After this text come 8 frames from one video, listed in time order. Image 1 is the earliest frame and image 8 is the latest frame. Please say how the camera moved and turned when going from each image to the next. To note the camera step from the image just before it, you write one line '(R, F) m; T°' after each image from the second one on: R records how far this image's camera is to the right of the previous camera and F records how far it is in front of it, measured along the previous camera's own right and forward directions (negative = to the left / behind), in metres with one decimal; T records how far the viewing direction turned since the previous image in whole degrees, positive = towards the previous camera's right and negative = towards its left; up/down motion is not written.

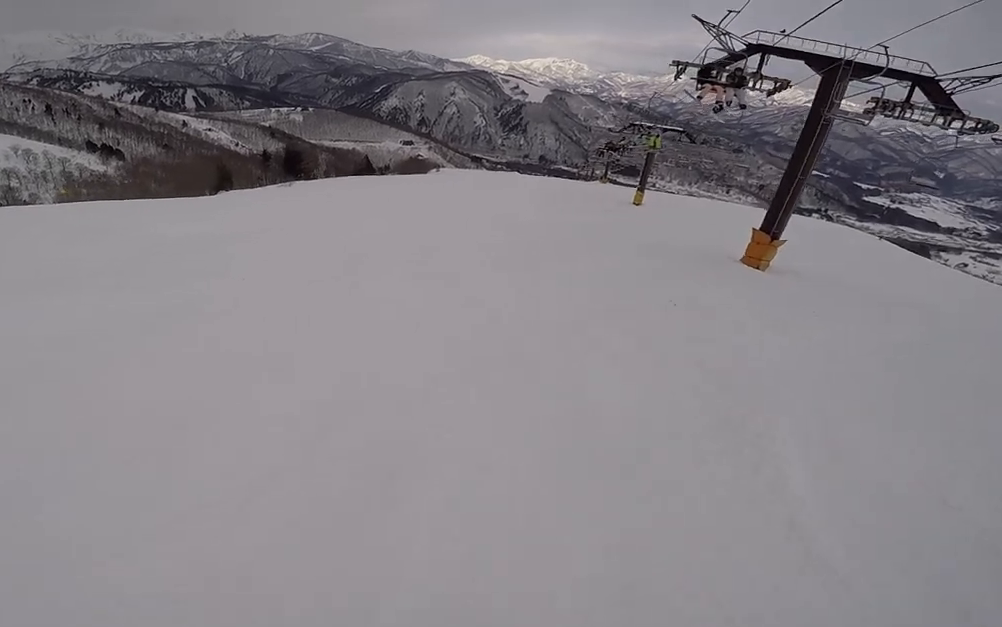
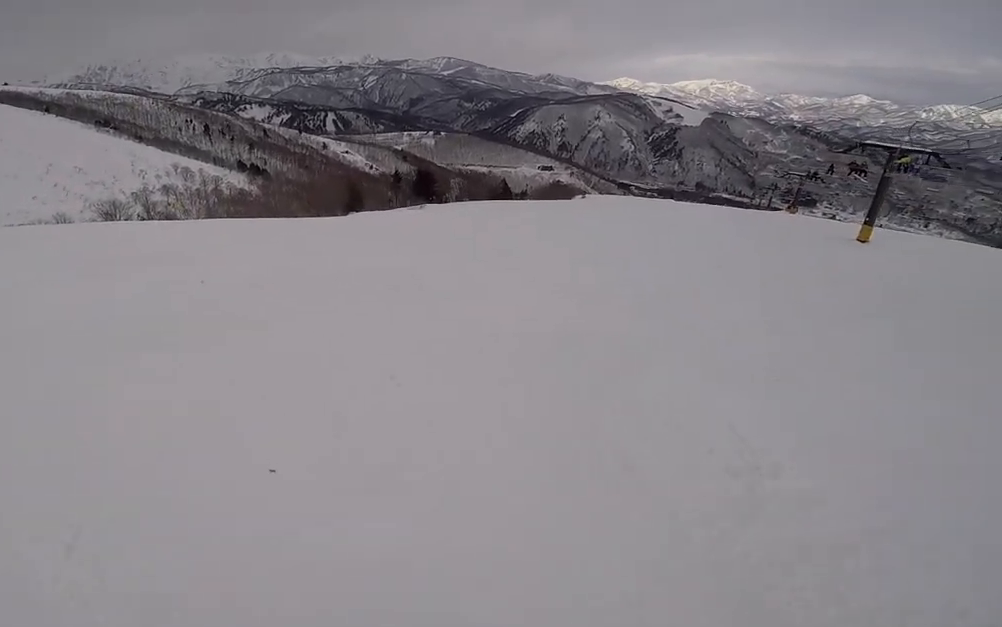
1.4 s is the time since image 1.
(-4.1, +4.2) m; -39°
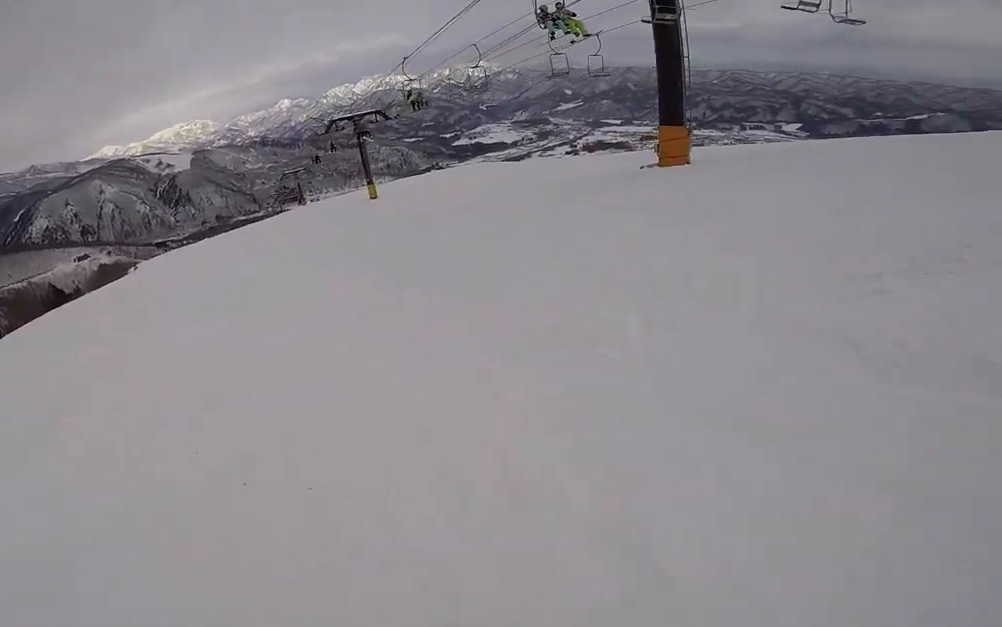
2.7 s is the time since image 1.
(+1.0, +5.3) m; +23°
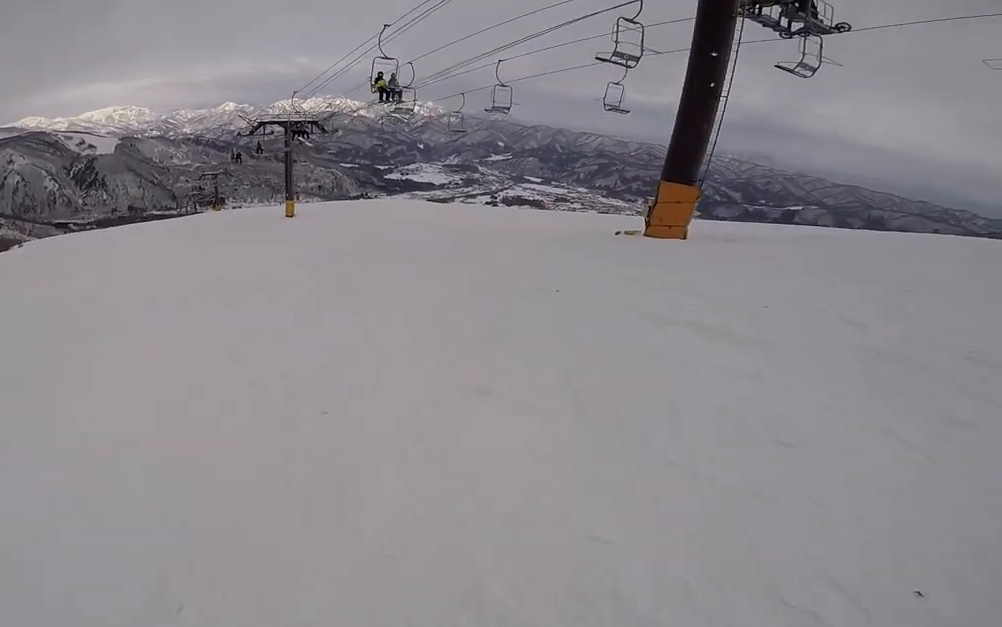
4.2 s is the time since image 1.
(+1.3, +5.7) m; +37°
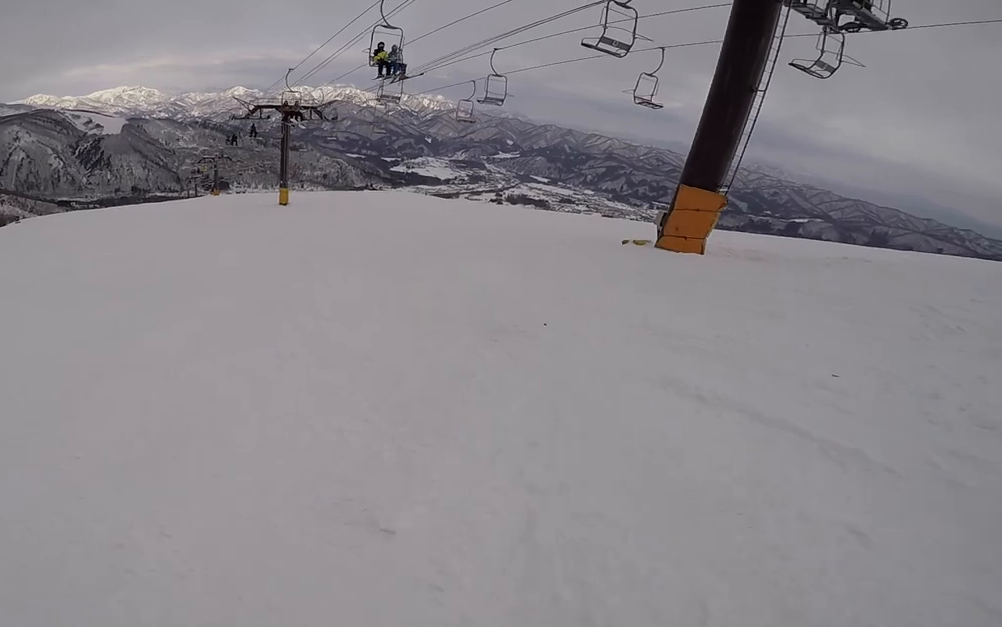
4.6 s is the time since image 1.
(+0.7, +1.8) m; +8°
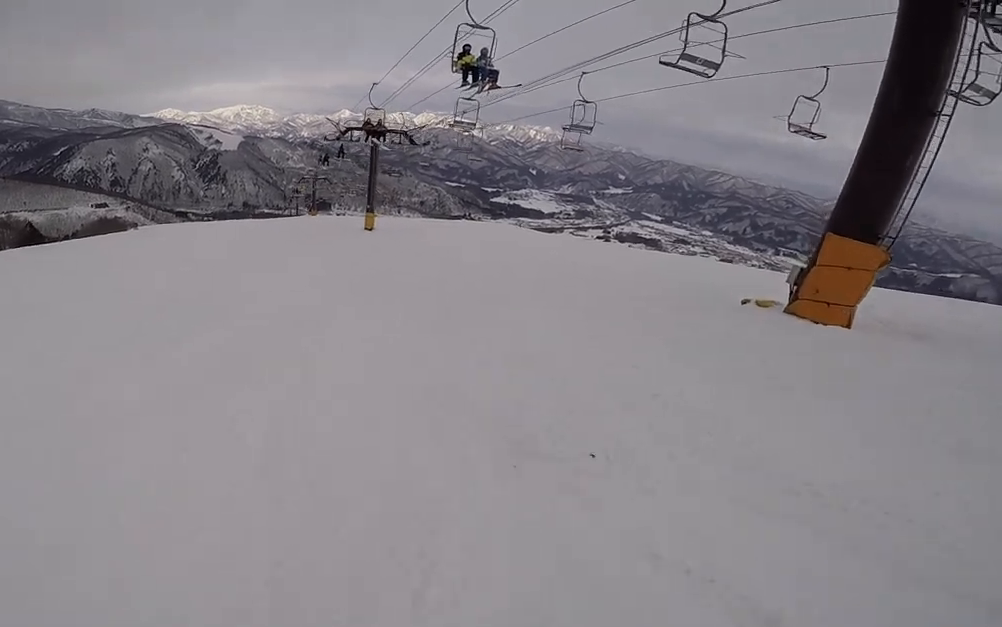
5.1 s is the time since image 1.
(+0.4, +2.0) m; +3°
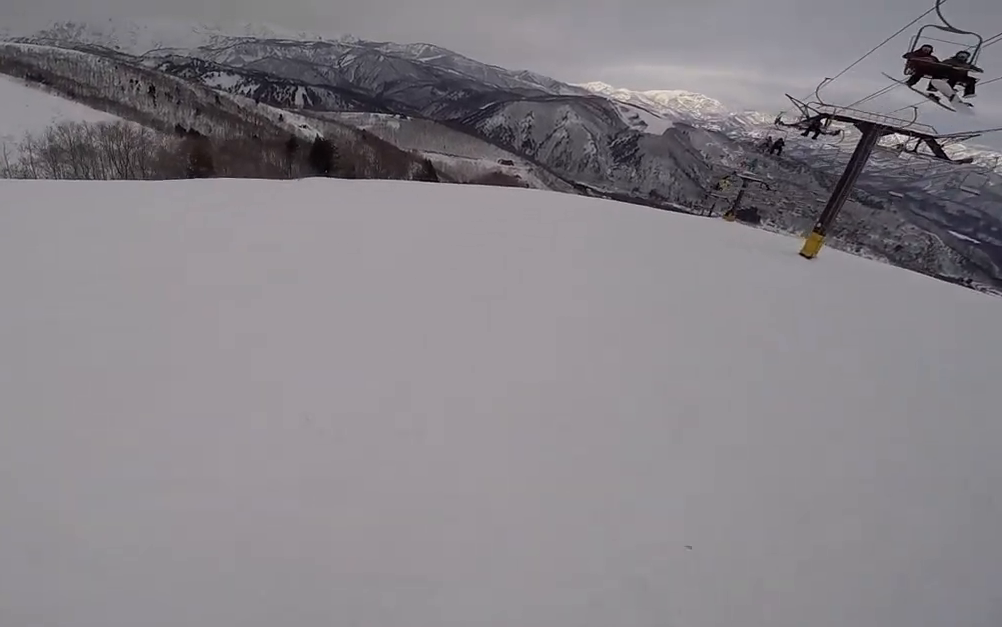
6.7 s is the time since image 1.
(-3.0, +5.2) m; -55°
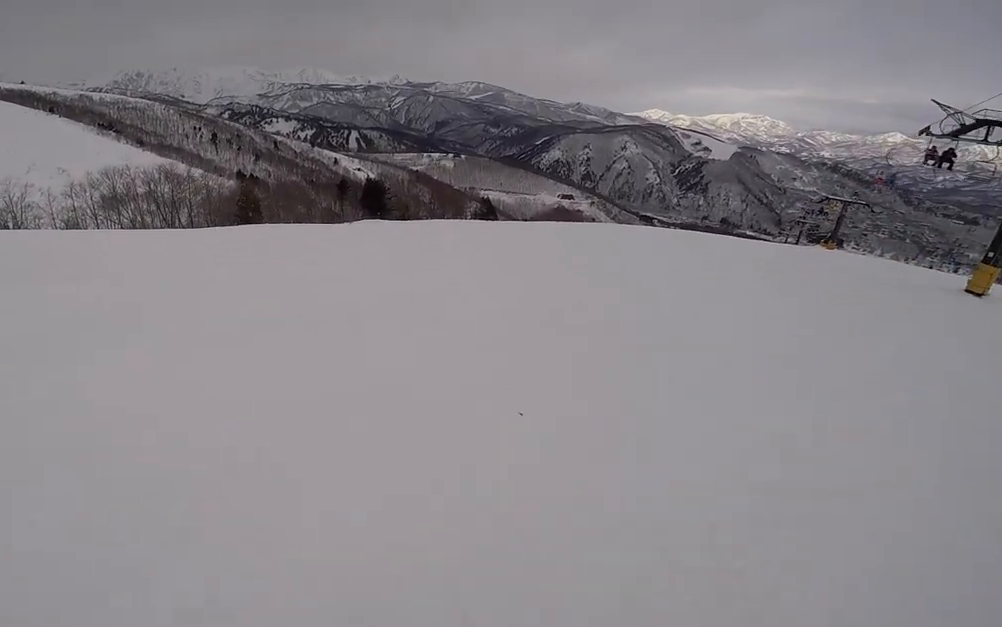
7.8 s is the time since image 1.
(-1.0, +4.6) m; -8°
